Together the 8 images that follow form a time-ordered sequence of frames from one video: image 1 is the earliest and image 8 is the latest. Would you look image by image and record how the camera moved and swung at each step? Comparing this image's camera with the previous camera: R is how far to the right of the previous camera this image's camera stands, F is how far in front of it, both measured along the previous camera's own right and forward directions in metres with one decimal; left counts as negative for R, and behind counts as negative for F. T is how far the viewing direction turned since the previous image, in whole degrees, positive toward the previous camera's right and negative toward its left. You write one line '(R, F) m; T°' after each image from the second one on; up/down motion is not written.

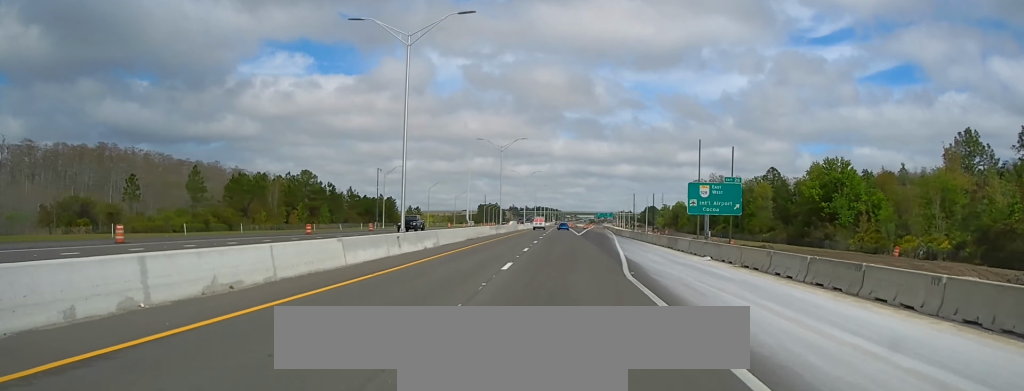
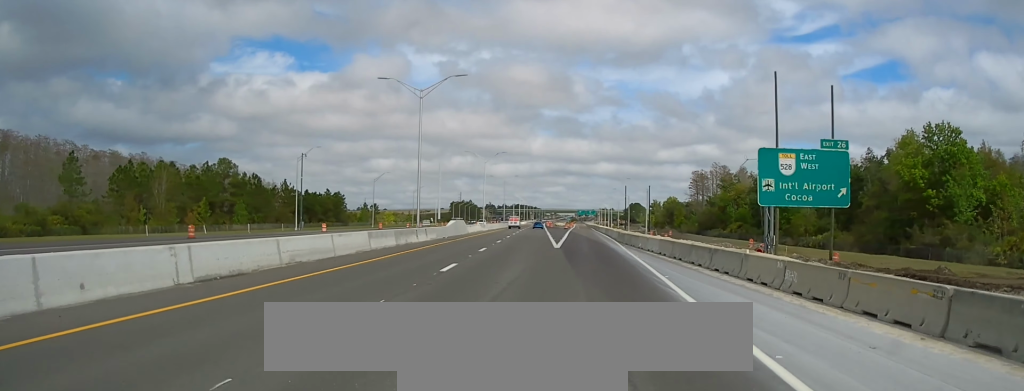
(+0.5, +37.8) m; +1°
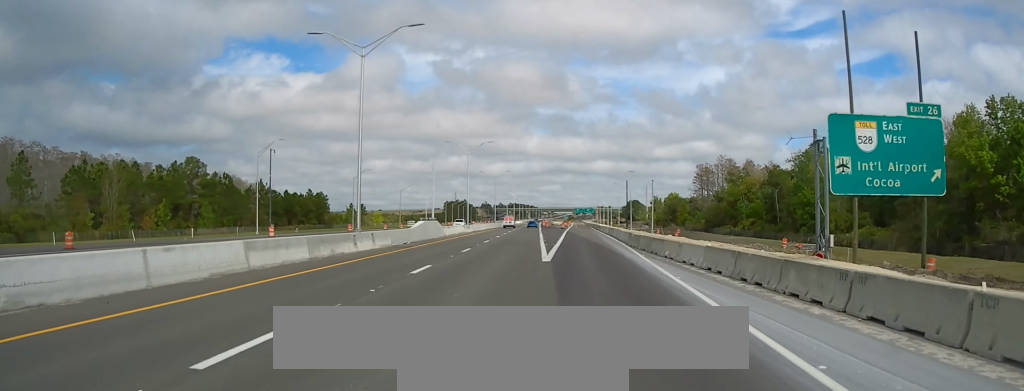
(0.0, +13.2) m; 0°
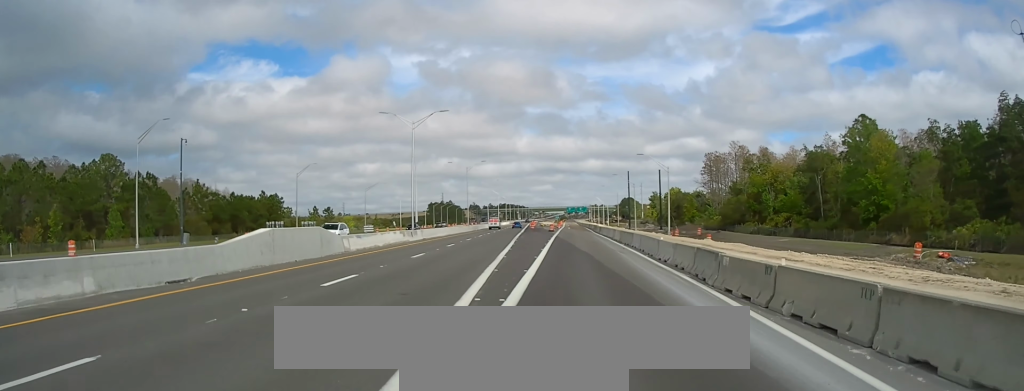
(0.0, +27.4) m; 0°
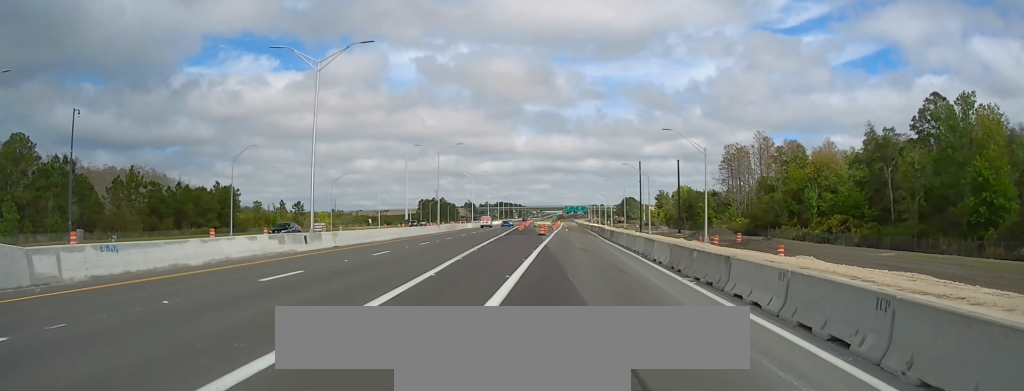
(0.0, +24.6) m; 0°
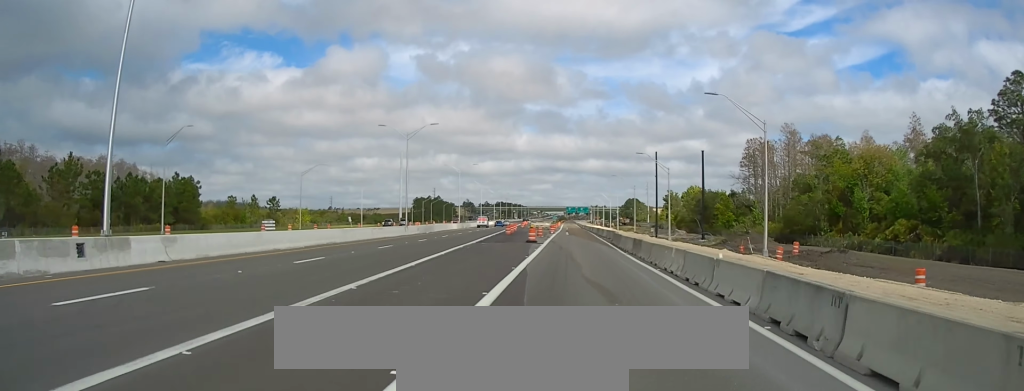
(0.0, +18.9) m; 0°
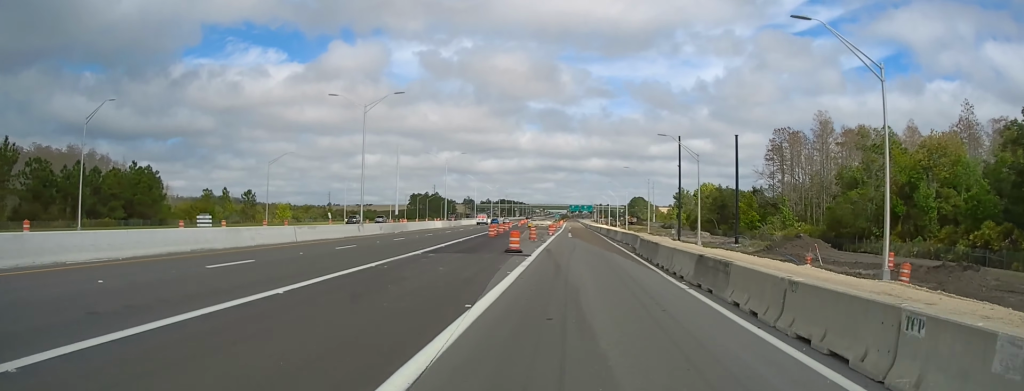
(0.0, +17.0) m; 0°
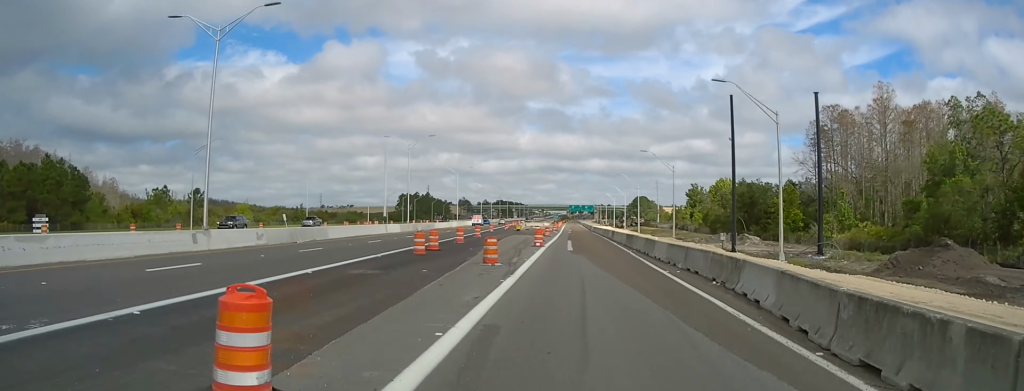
(0.0, +25.4) m; 0°
